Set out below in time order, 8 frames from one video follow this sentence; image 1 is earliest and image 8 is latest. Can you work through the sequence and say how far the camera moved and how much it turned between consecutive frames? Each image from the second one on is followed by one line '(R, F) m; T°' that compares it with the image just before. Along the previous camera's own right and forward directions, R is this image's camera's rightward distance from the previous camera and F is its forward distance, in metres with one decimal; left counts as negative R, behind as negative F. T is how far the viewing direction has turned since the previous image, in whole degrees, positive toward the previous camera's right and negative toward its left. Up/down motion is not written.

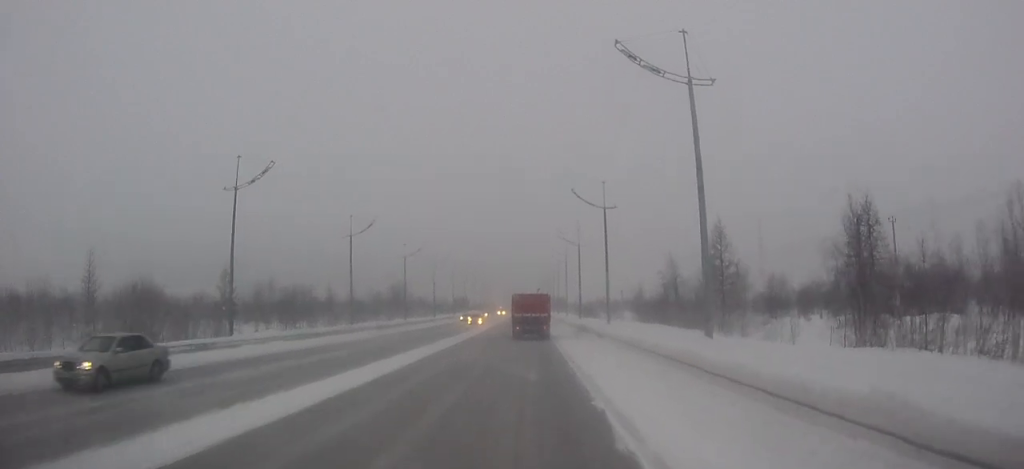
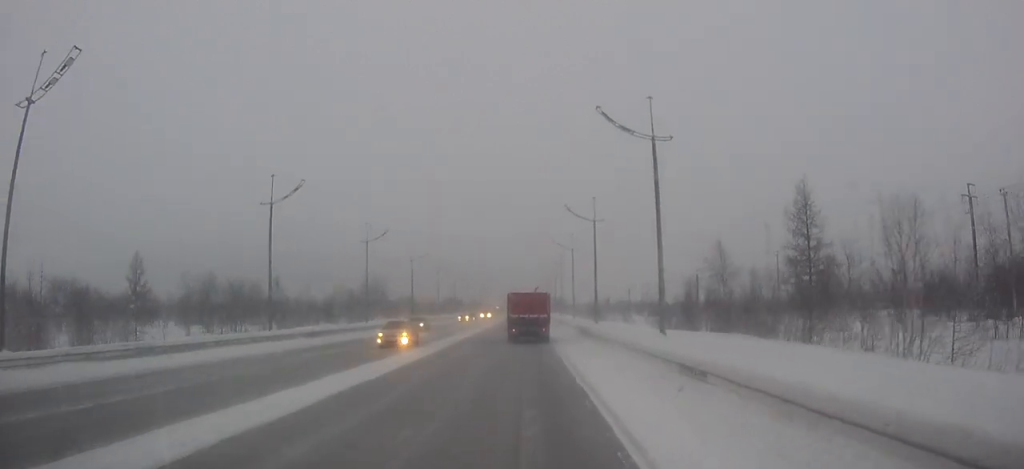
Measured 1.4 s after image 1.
(0.0, +18.2) m; 0°
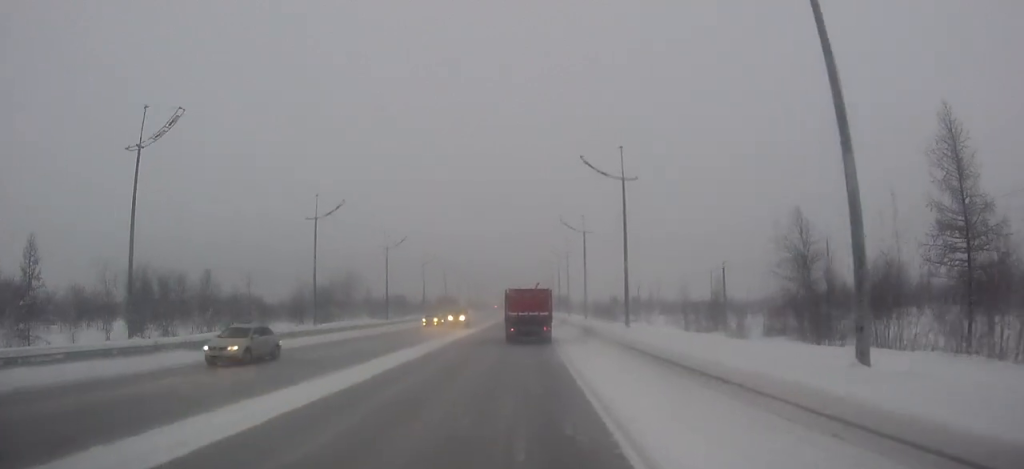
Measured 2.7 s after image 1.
(0.0, +15.5) m; 0°
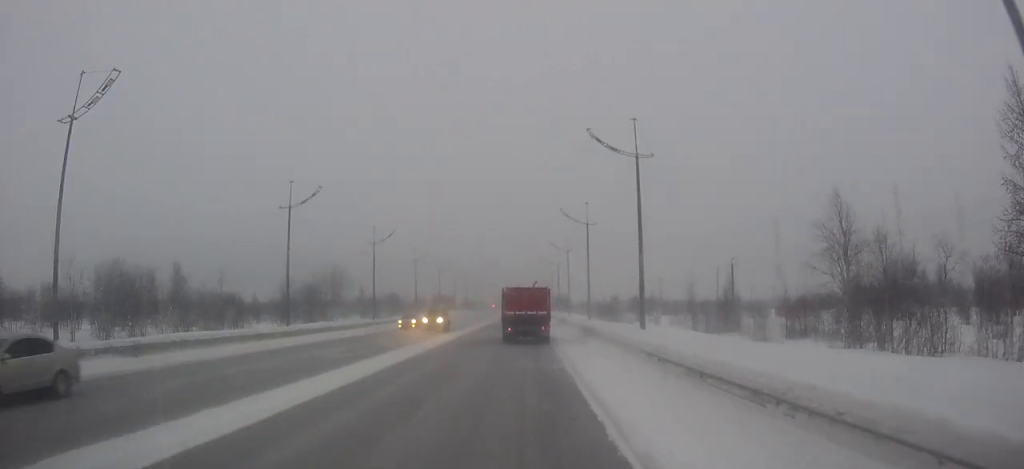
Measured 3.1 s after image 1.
(0.0, +5.1) m; 0°
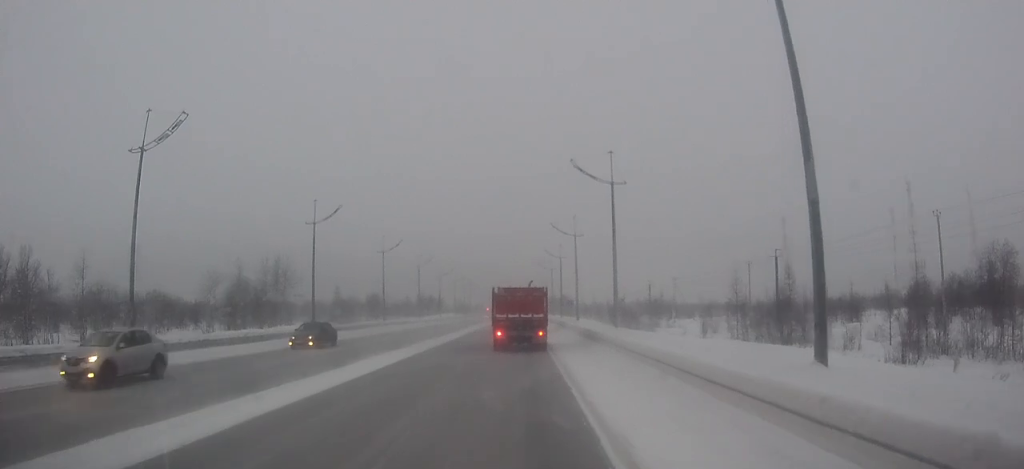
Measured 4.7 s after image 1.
(0.0, +17.9) m; 0°
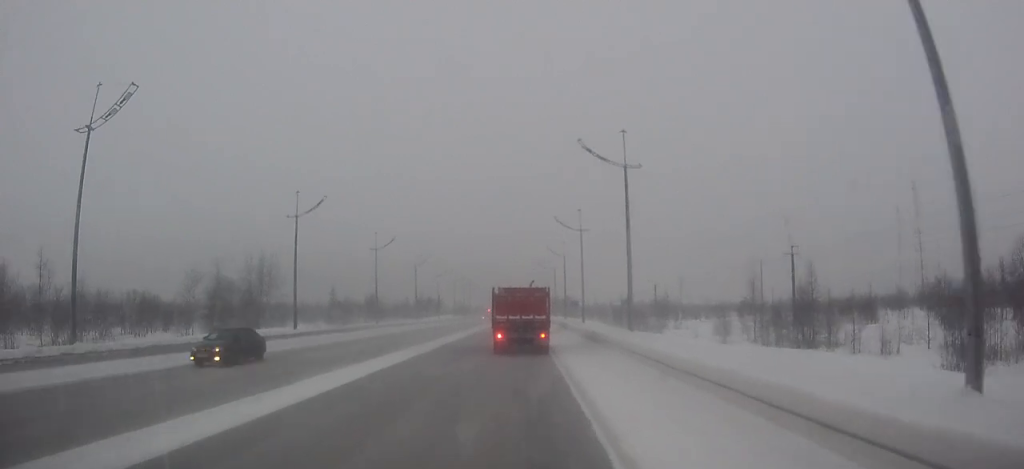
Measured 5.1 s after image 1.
(0.0, +4.1) m; 0°
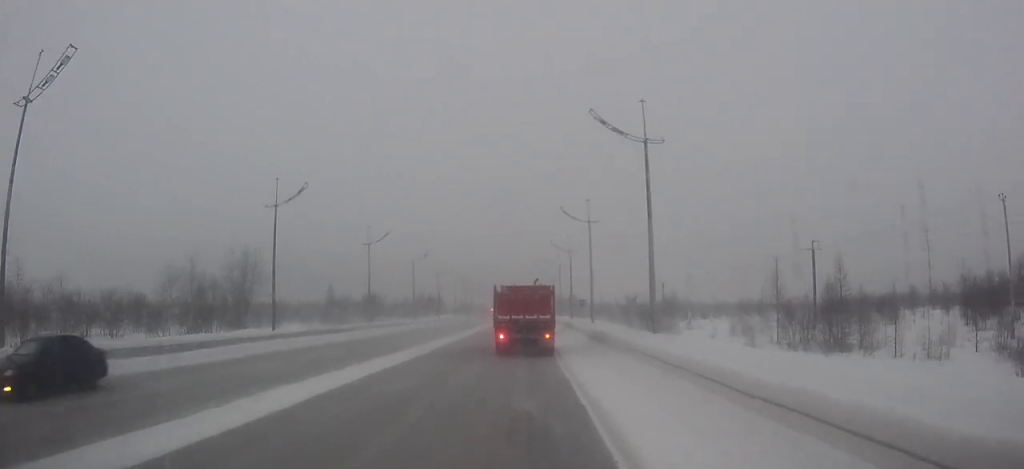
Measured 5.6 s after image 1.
(0.0, +4.4) m; 0°
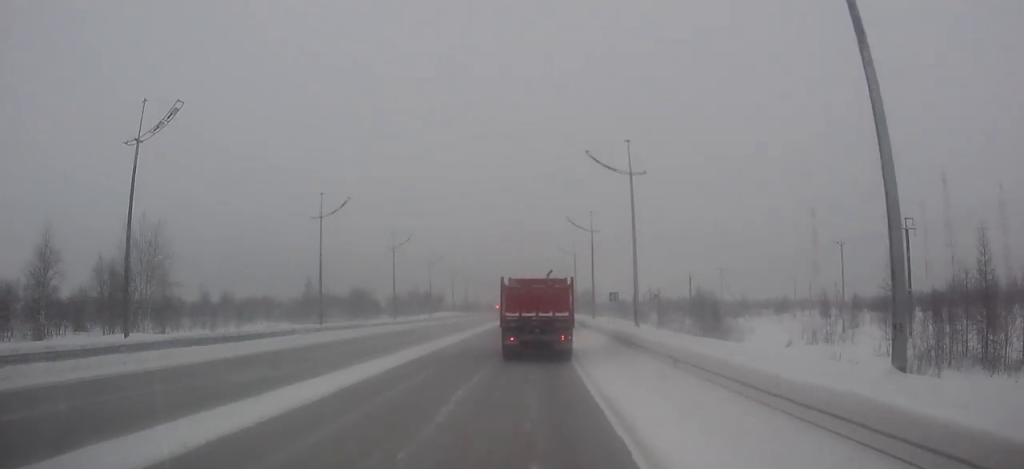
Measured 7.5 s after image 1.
(0.0, +16.4) m; +1°
